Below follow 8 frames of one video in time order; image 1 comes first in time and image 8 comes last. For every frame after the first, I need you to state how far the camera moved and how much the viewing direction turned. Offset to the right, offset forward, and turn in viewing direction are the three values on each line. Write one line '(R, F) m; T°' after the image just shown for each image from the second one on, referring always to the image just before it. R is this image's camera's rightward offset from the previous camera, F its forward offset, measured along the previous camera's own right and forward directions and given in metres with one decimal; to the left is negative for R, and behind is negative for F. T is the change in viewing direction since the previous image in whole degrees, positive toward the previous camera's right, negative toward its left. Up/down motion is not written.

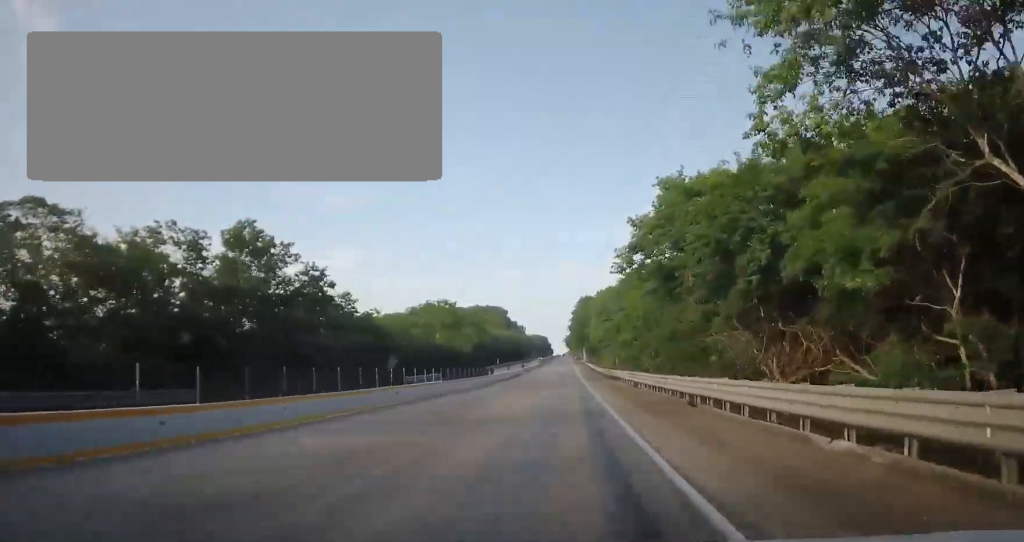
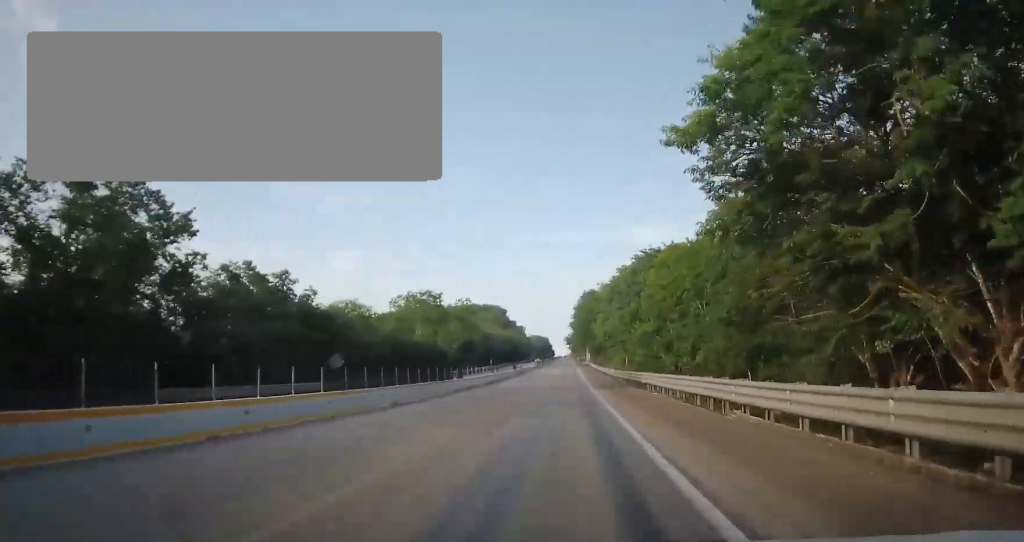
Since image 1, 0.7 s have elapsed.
(+0.2, +17.0) m; +1°
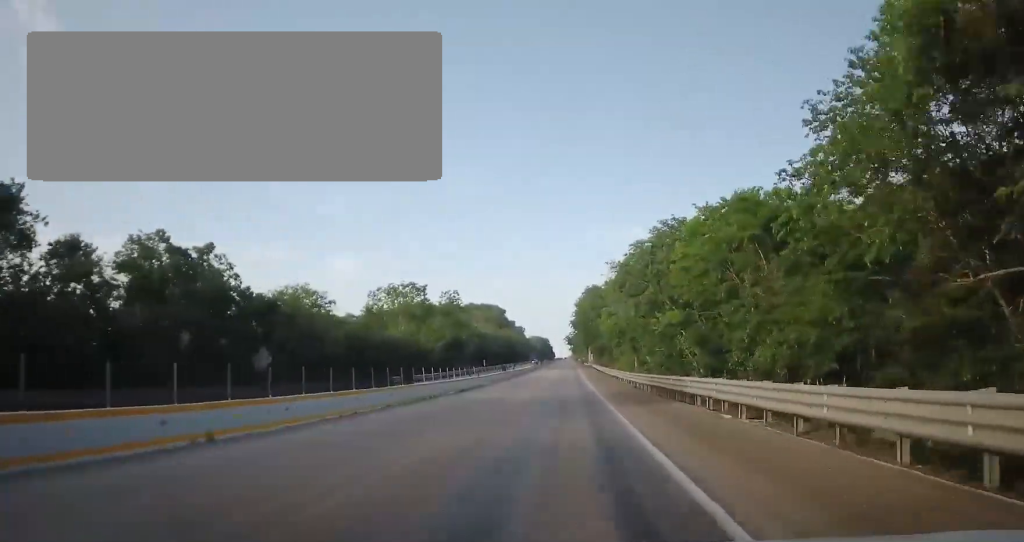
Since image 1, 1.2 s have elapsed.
(0.0, +13.0) m; 0°
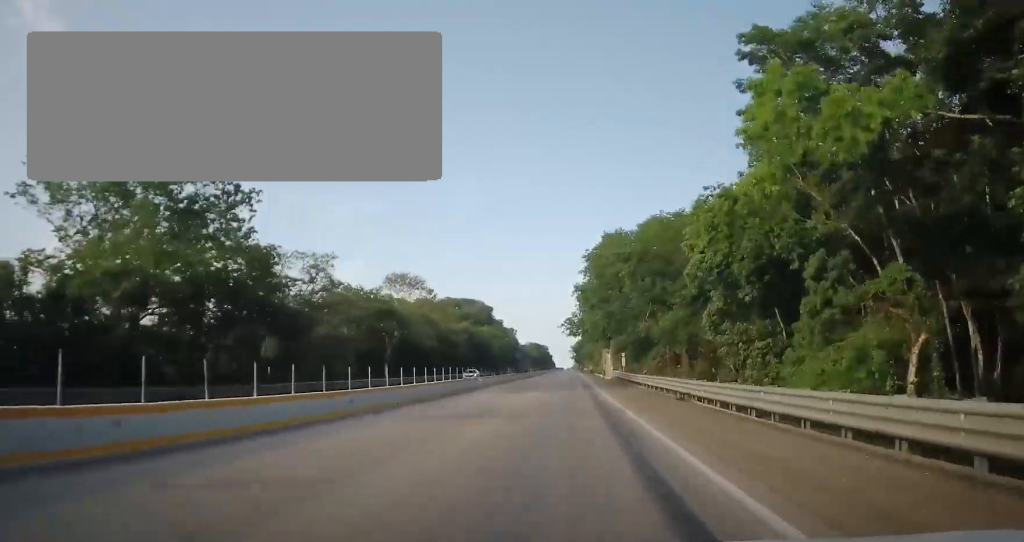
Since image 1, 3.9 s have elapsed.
(-0.6, +71.4) m; 0°
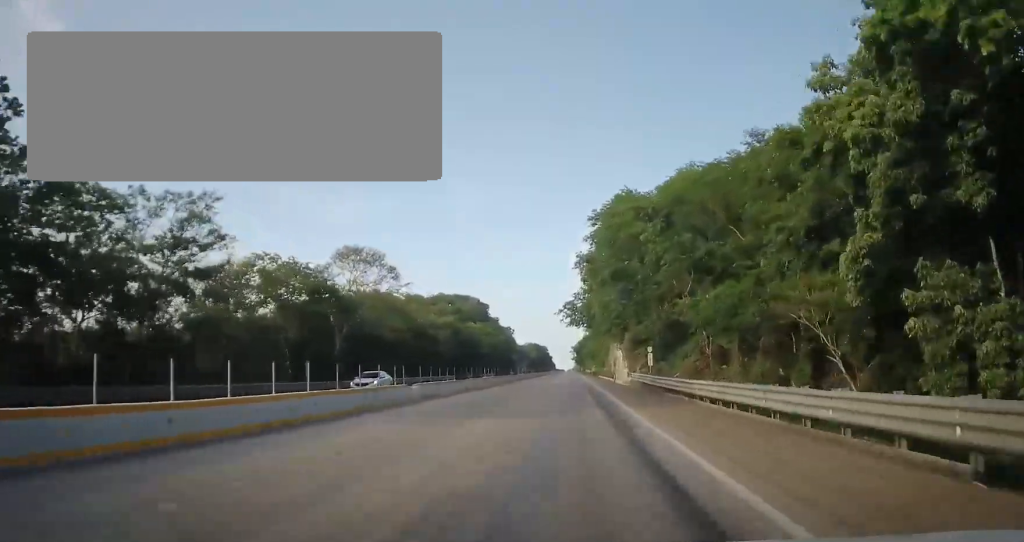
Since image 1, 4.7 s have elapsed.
(-0.2, +18.7) m; 0°
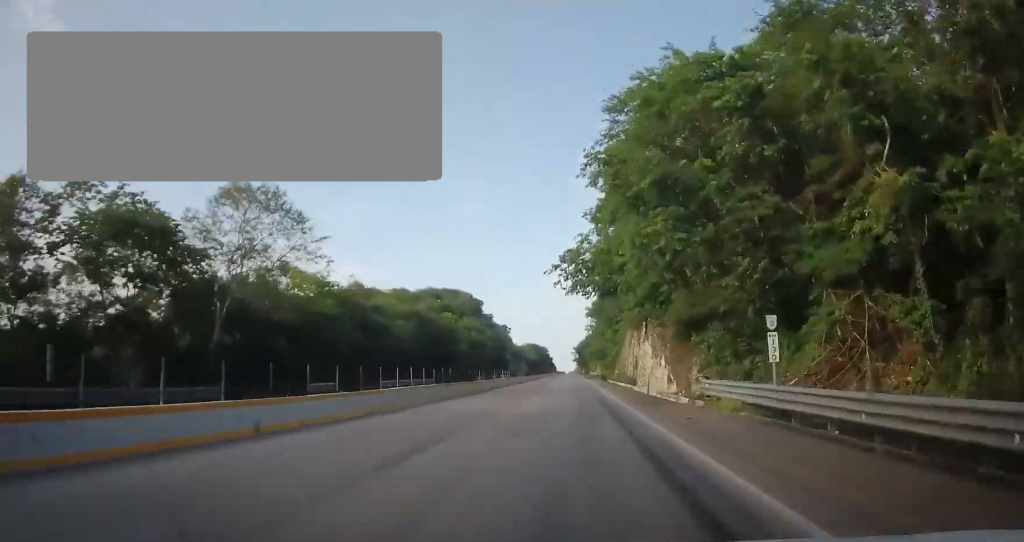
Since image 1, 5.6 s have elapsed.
(+0.2, +23.7) m; 0°
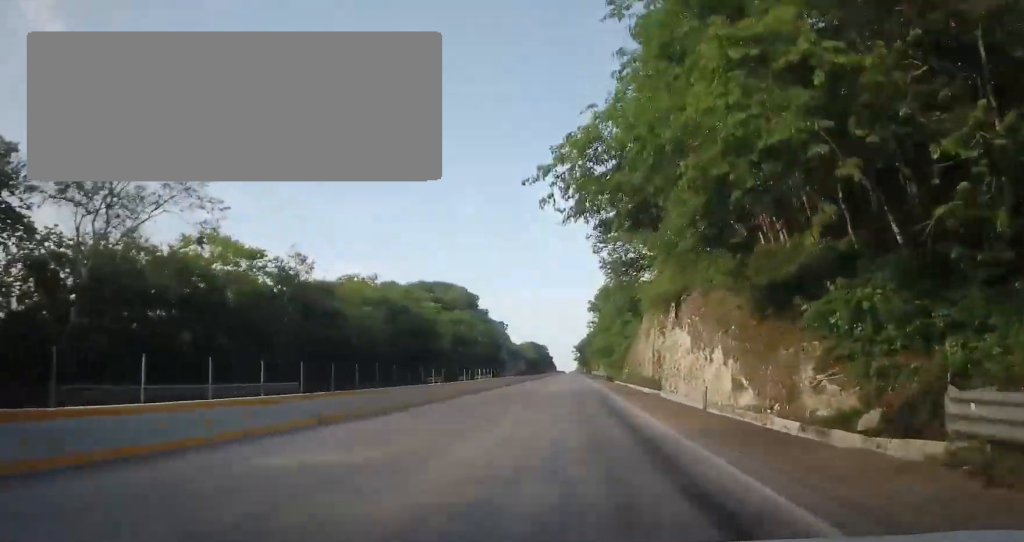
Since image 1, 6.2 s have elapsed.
(-0.1, +14.3) m; 0°
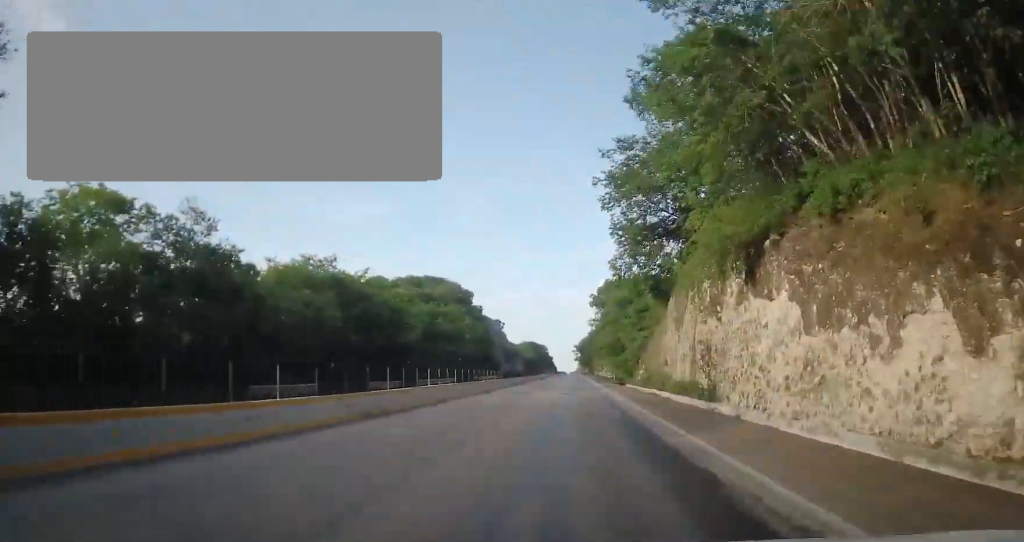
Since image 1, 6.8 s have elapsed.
(-0.1, +15.0) m; 0°
